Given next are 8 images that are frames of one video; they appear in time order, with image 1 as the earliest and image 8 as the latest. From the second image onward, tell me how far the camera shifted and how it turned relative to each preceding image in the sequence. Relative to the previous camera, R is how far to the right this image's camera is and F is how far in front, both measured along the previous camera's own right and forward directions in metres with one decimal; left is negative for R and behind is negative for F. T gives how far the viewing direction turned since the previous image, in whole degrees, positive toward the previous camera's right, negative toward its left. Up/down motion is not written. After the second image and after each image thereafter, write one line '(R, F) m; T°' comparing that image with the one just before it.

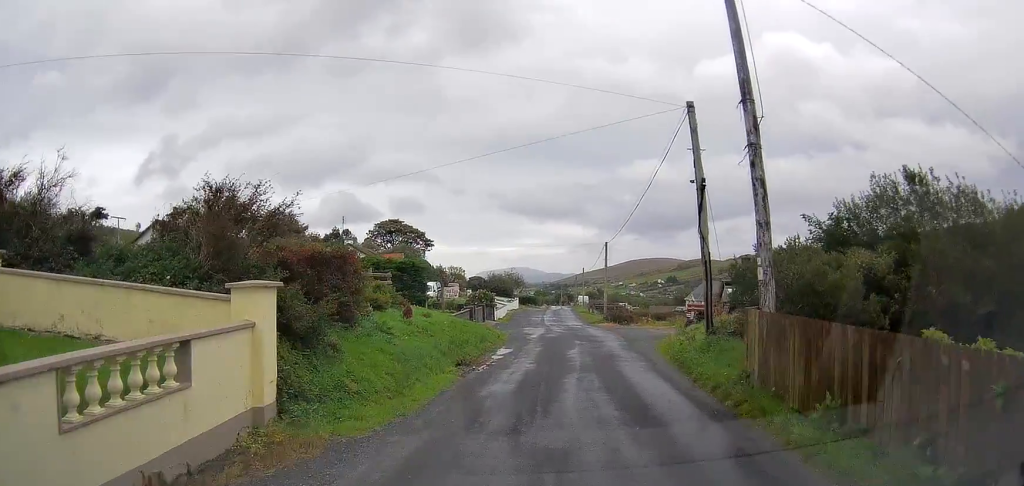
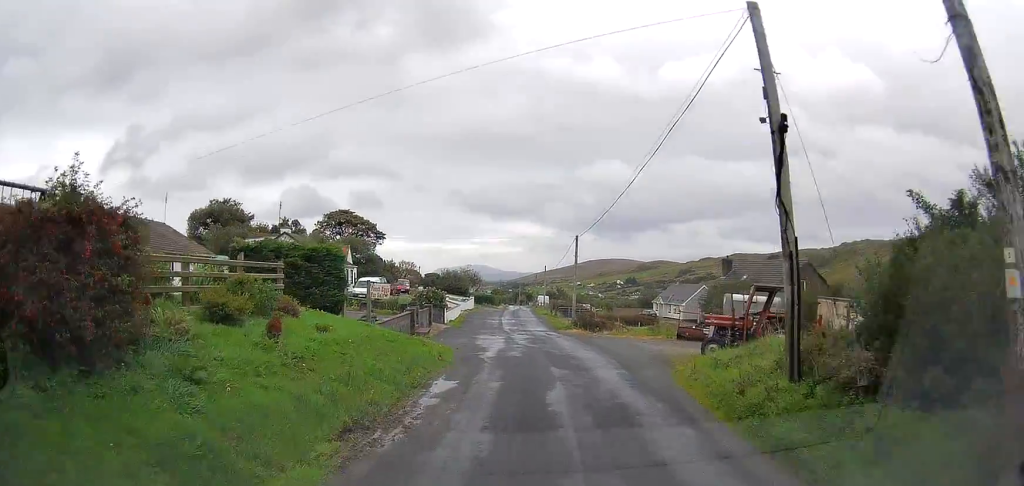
(+0.1, +7.0) m; +2°
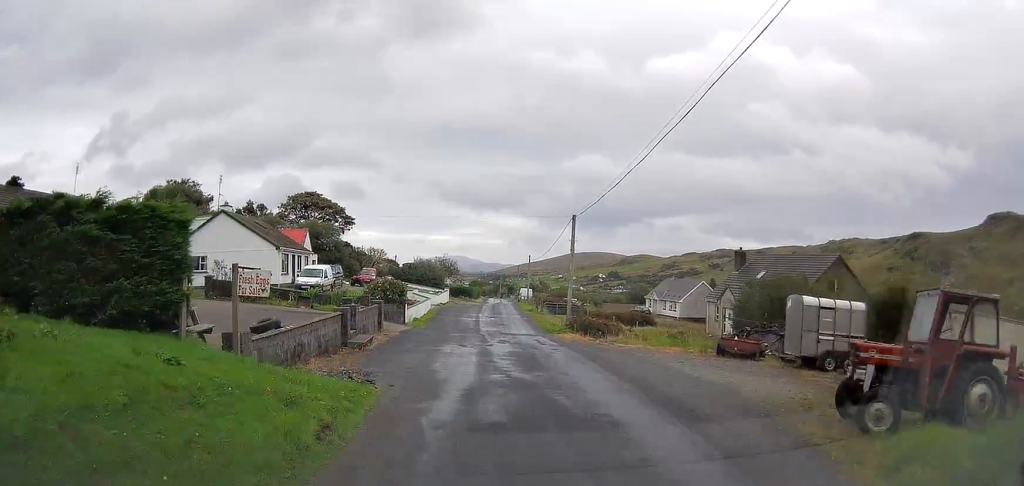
(+0.1, +9.1) m; +2°
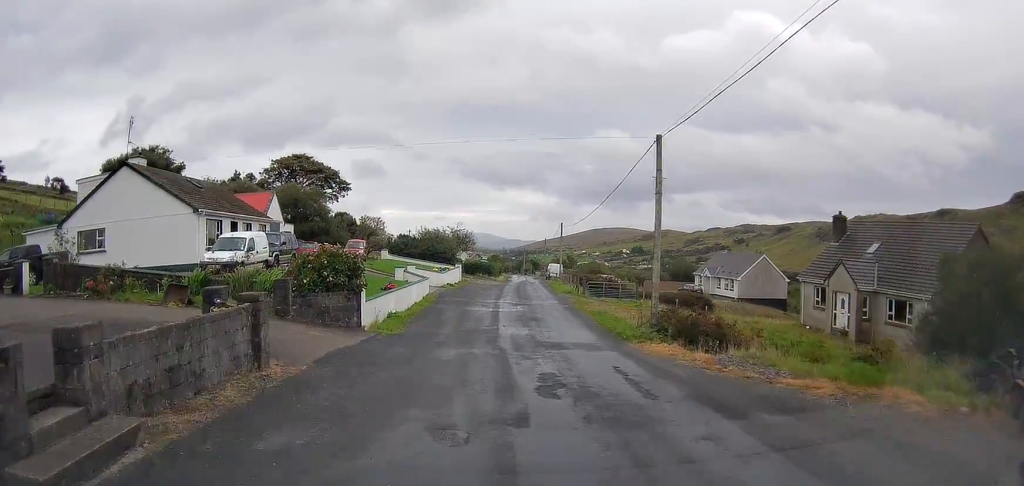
(+0.5, +15.1) m; +1°
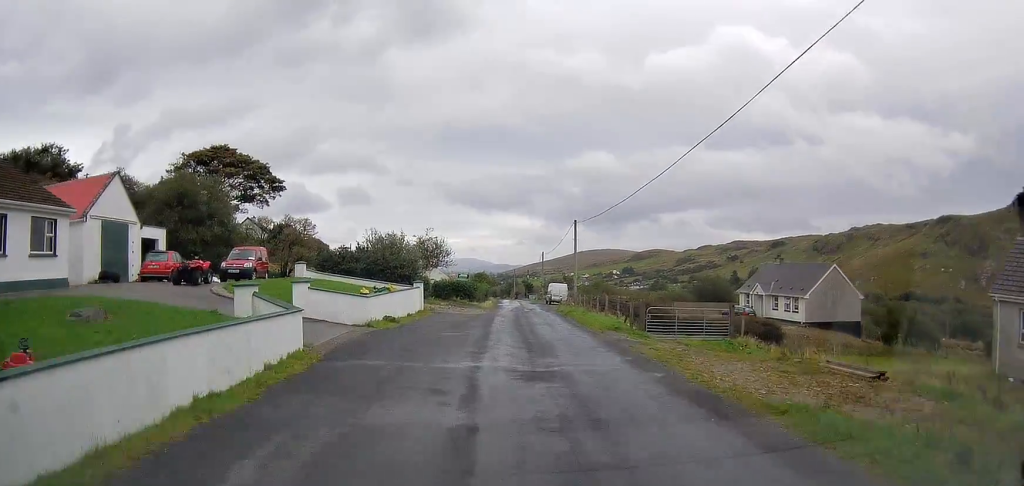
(-0.4, +20.7) m; 0°
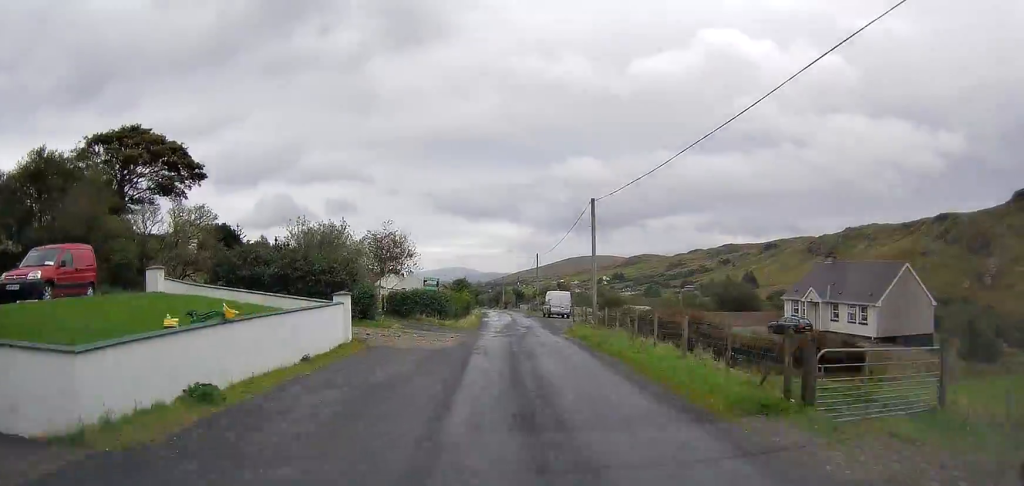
(+0.3, +14.2) m; +1°
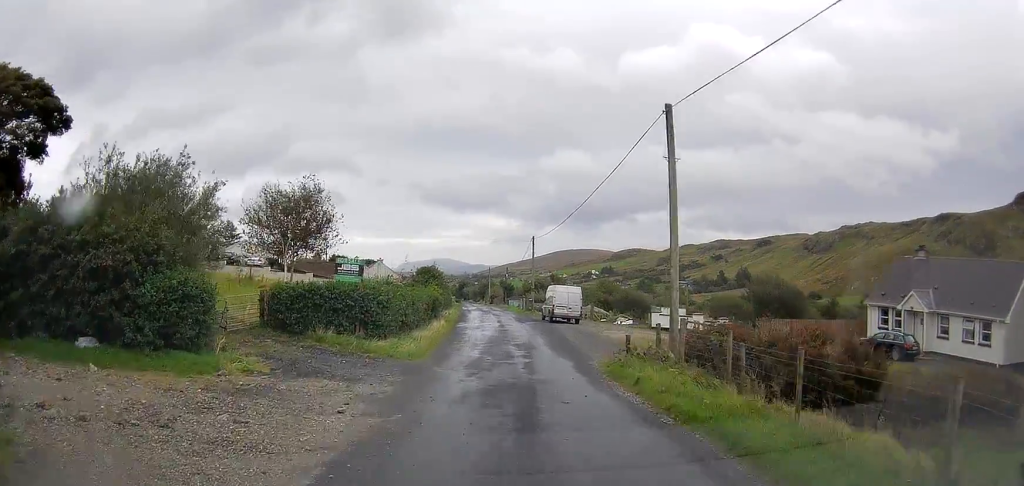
(0.0, +15.7) m; -1°
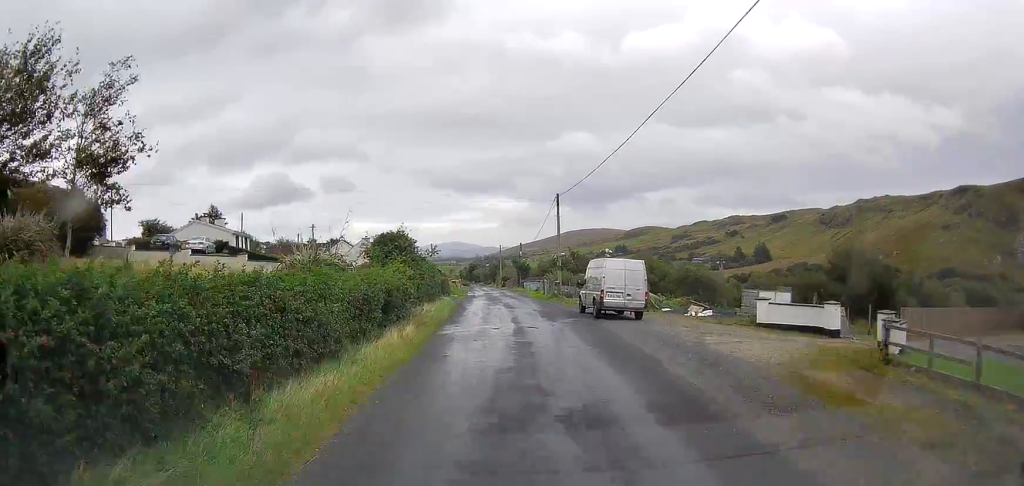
(-0.1, +15.4) m; 0°
